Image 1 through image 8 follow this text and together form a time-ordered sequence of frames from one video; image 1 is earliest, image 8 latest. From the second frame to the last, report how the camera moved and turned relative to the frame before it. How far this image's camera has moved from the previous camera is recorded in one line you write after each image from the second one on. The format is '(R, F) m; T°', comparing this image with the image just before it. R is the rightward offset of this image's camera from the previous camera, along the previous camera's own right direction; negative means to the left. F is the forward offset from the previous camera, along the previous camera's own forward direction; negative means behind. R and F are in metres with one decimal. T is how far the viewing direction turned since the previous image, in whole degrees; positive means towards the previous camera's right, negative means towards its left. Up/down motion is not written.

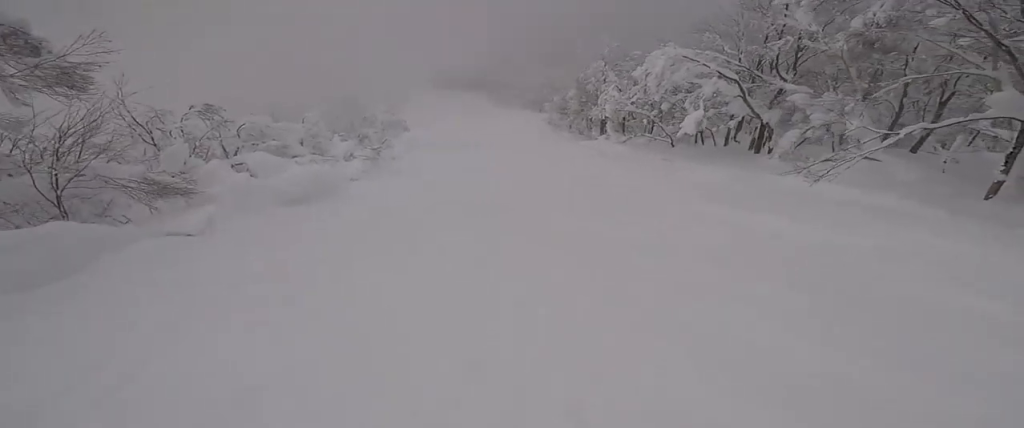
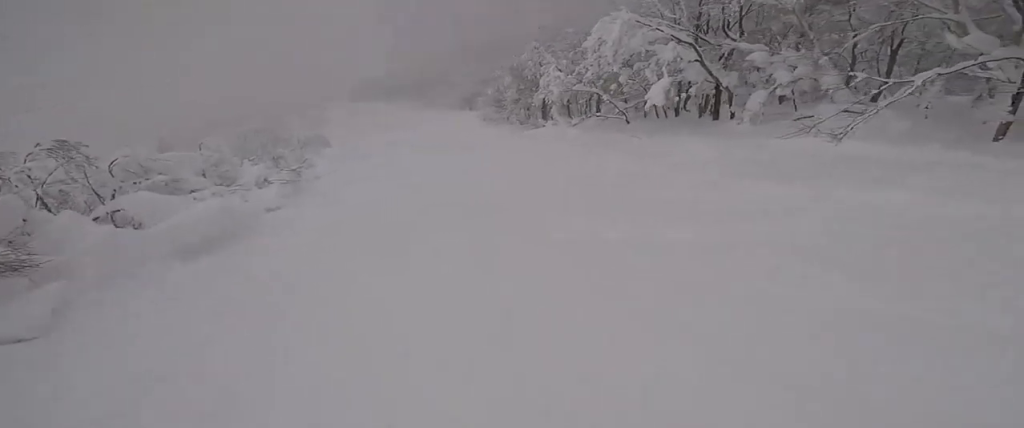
(+0.2, +2.6) m; 0°
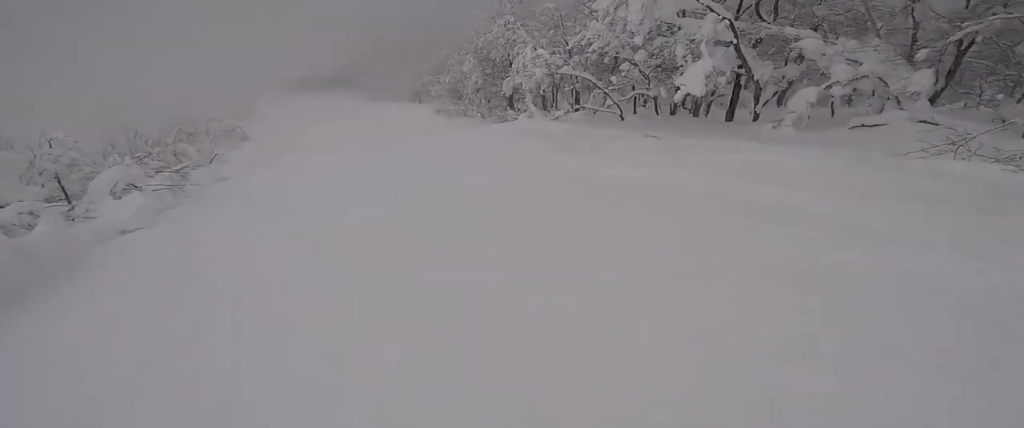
(+0.6, +4.0) m; -1°
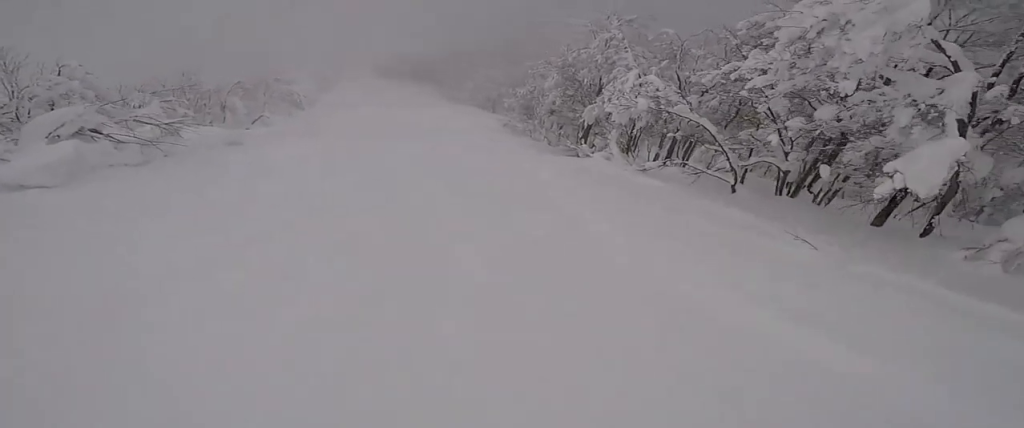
(-0.4, +4.0) m; -4°
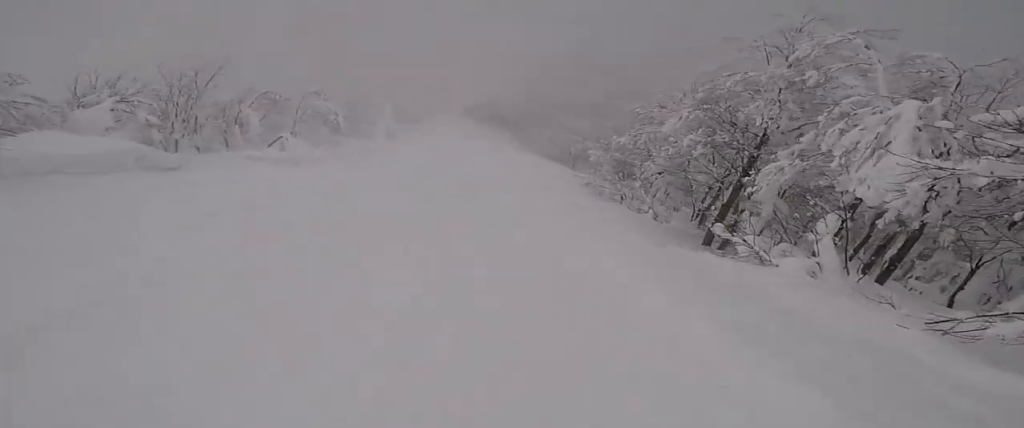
(-0.6, +6.5) m; -5°
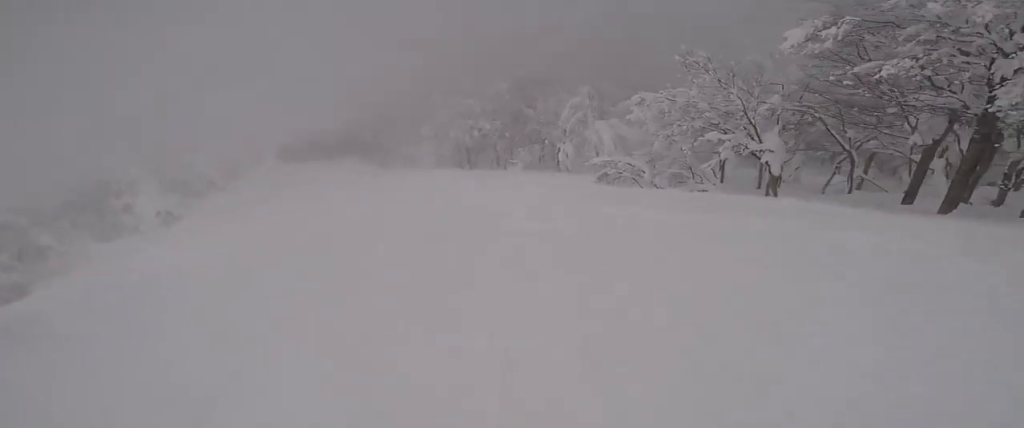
(+0.9, +17.7) m; +7°
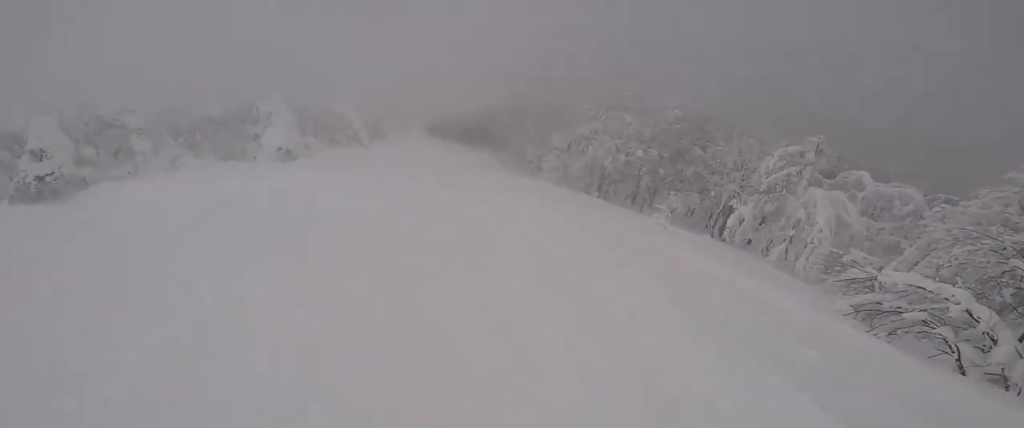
(+0.7, +6.3) m; -1°
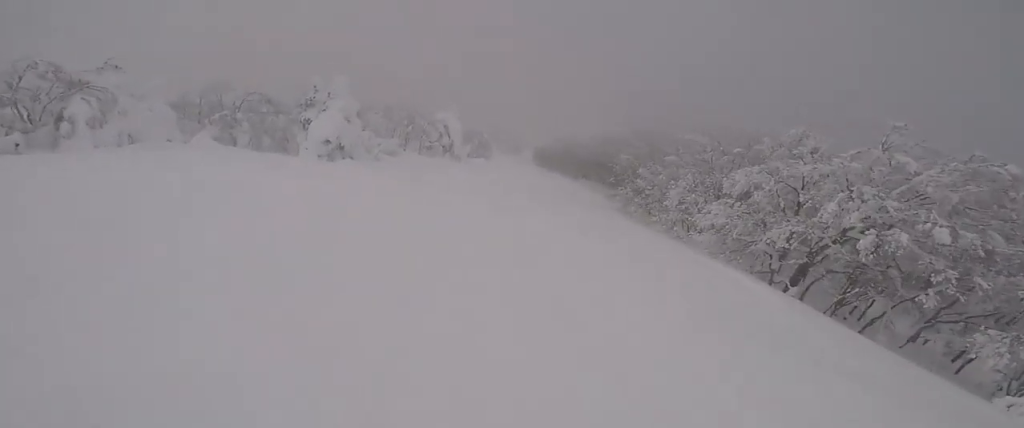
(-2.0, +11.4) m; -16°
